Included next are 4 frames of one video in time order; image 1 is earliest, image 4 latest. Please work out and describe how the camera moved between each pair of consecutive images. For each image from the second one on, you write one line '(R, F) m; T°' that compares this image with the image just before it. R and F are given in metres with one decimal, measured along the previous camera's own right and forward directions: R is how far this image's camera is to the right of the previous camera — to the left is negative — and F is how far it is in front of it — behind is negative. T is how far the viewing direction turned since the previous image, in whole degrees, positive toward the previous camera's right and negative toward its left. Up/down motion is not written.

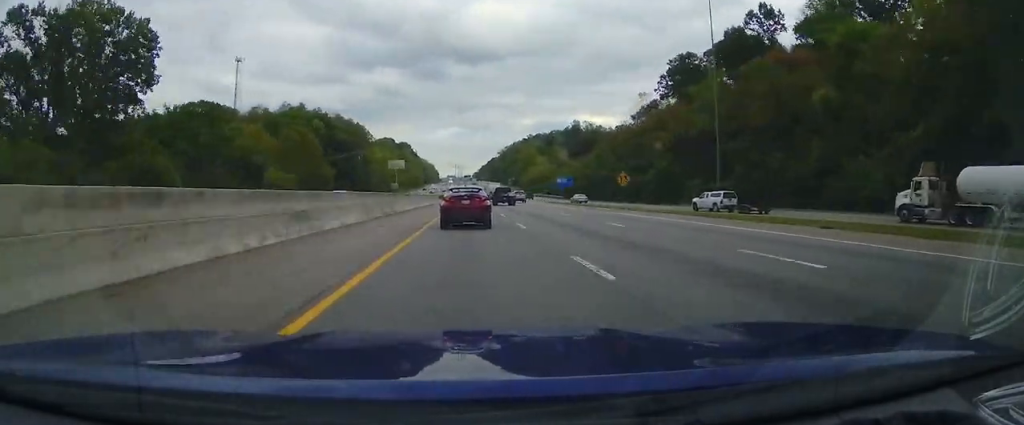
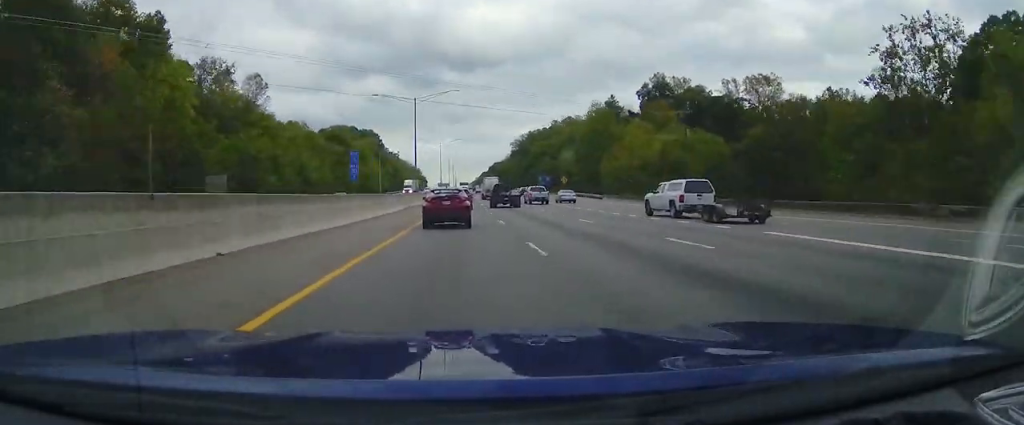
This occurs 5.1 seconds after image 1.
(-0.8, +165.4) m; 0°
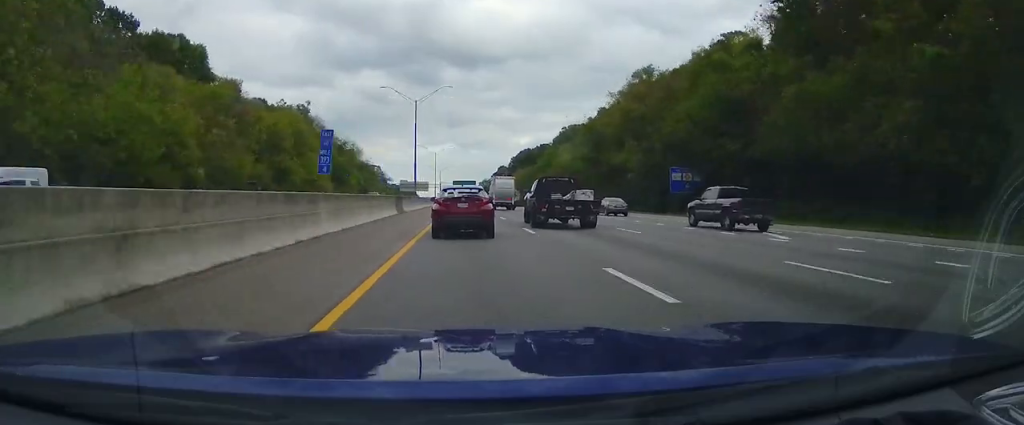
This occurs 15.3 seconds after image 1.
(-0.5, +328.8) m; -1°
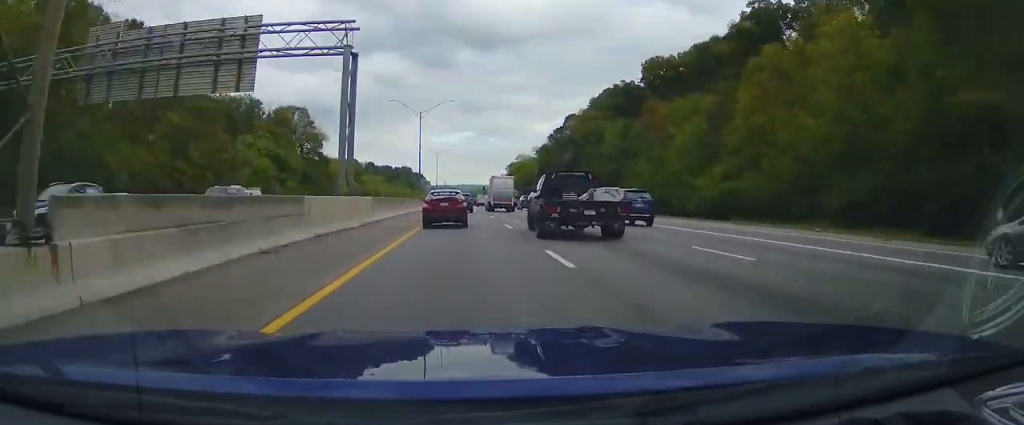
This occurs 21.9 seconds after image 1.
(-3.9, +206.9) m; -2°
